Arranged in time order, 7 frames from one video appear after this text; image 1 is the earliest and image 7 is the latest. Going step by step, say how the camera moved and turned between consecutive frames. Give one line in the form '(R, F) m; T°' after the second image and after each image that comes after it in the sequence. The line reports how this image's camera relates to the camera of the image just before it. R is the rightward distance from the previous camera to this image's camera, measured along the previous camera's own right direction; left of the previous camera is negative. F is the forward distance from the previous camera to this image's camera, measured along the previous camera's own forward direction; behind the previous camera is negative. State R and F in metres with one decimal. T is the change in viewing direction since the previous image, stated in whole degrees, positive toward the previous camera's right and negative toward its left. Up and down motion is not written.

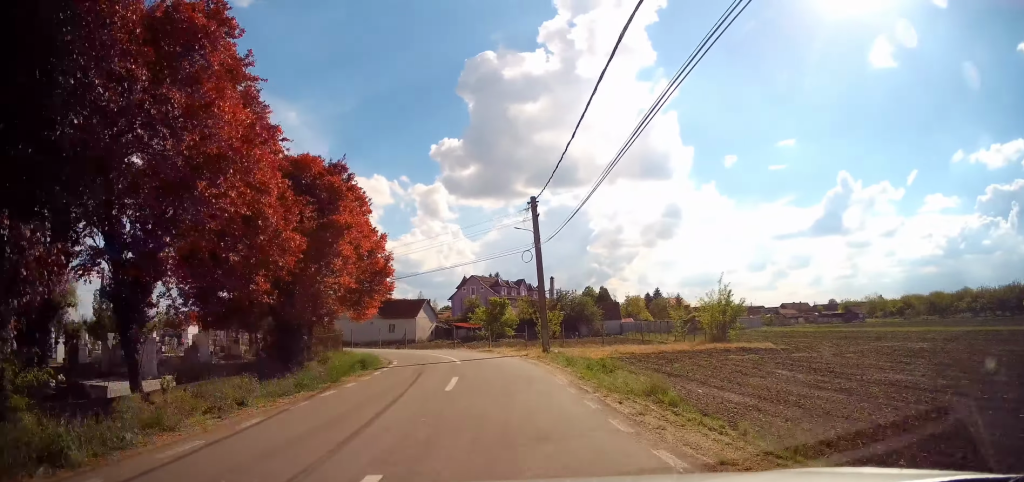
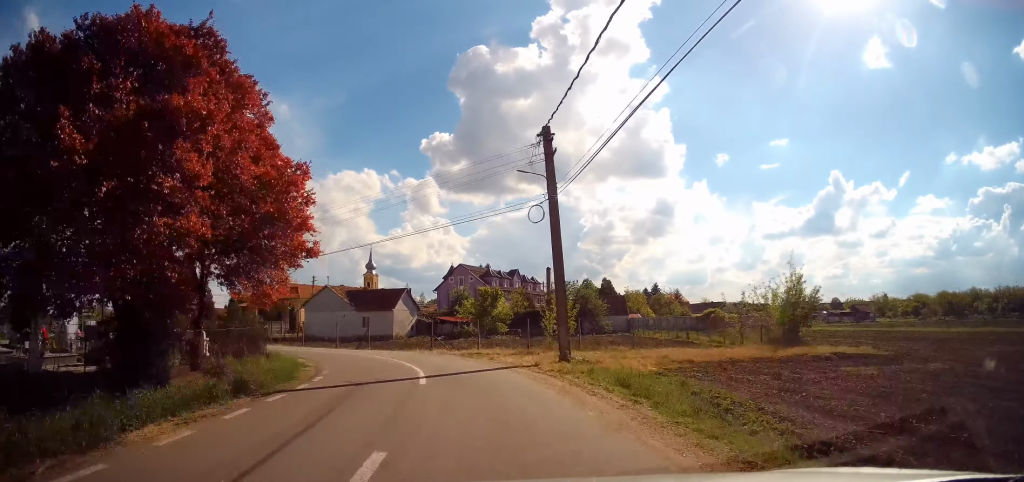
(-0.2, +8.5) m; -1°
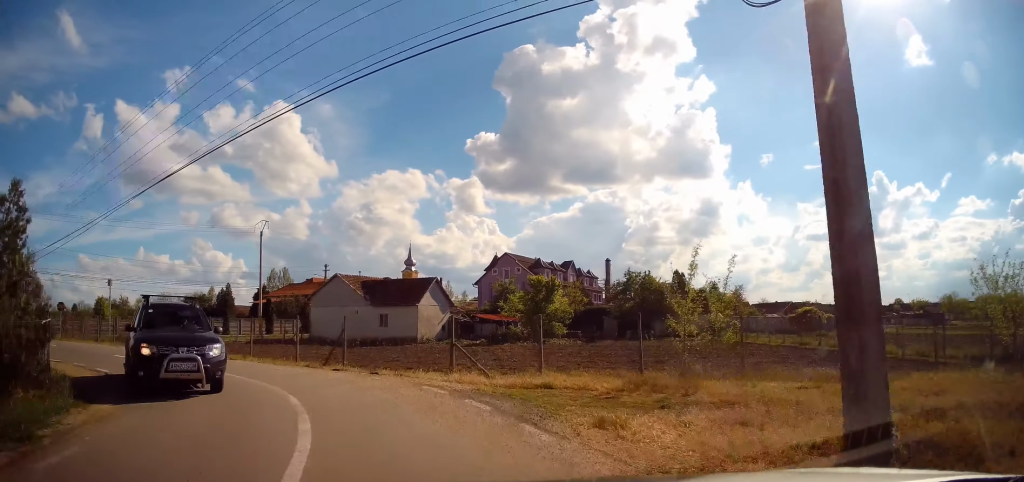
(+0.4, +12.8) m; -4°
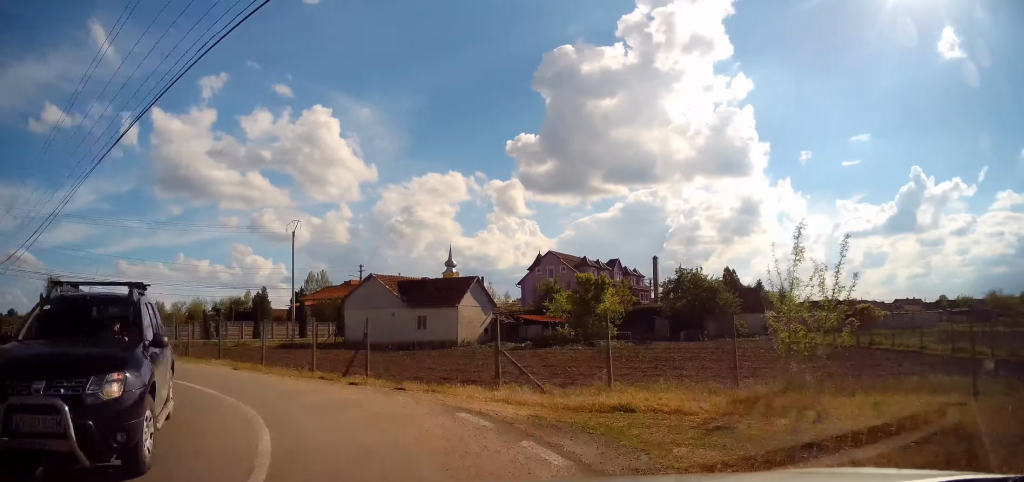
(+0.1, +2.9) m; -5°
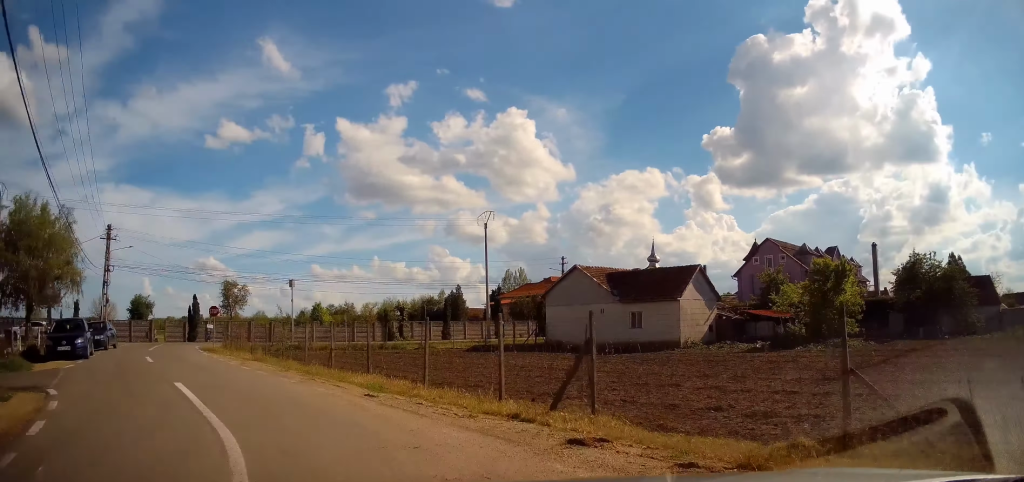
(-1.0, +6.6) m; -18°
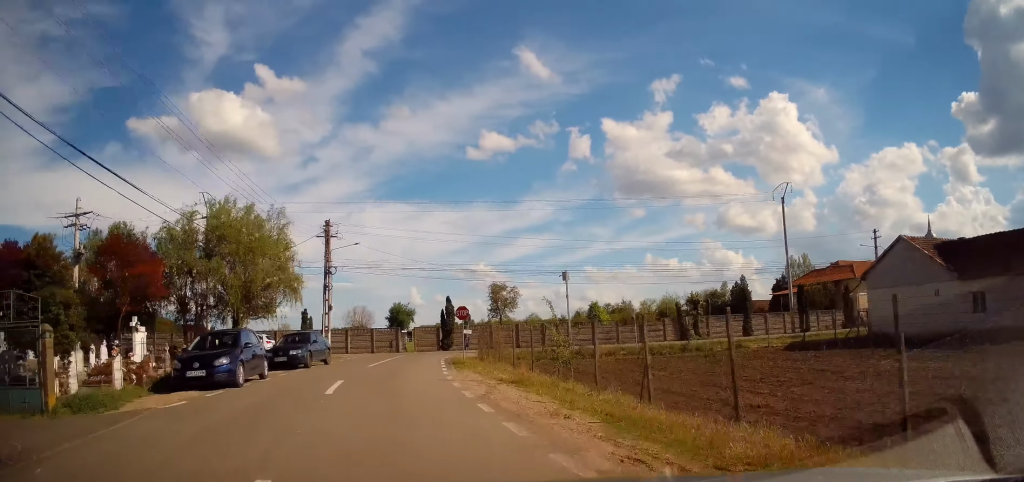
(-1.8, +7.7) m; -25°
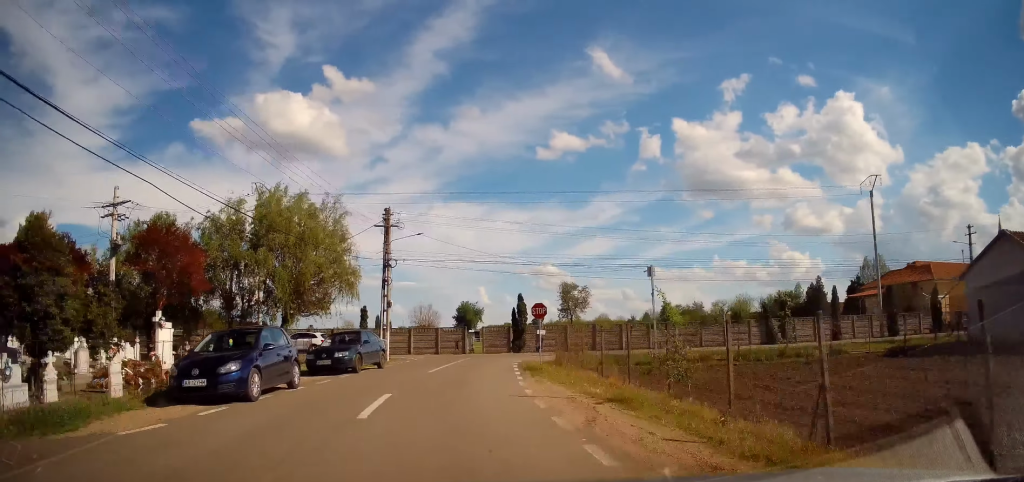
(-0.5, +3.1) m; -8°
